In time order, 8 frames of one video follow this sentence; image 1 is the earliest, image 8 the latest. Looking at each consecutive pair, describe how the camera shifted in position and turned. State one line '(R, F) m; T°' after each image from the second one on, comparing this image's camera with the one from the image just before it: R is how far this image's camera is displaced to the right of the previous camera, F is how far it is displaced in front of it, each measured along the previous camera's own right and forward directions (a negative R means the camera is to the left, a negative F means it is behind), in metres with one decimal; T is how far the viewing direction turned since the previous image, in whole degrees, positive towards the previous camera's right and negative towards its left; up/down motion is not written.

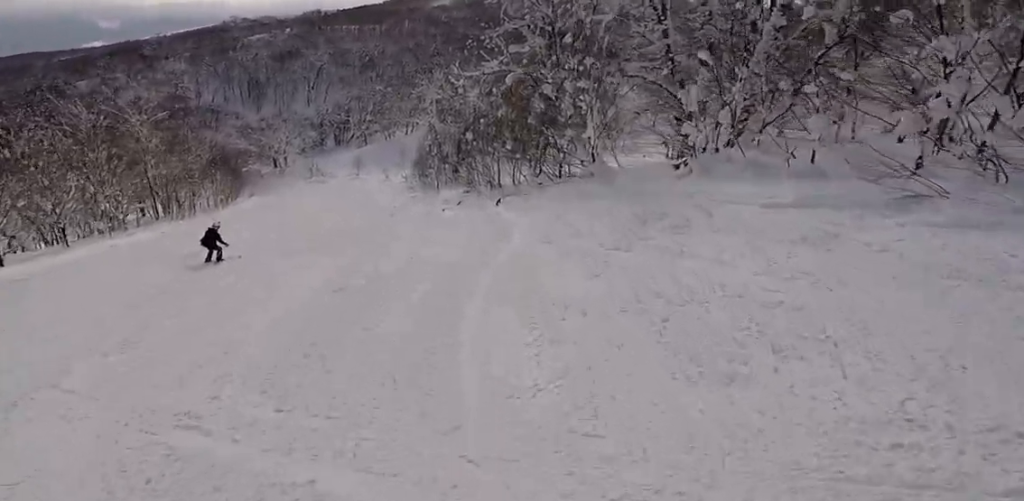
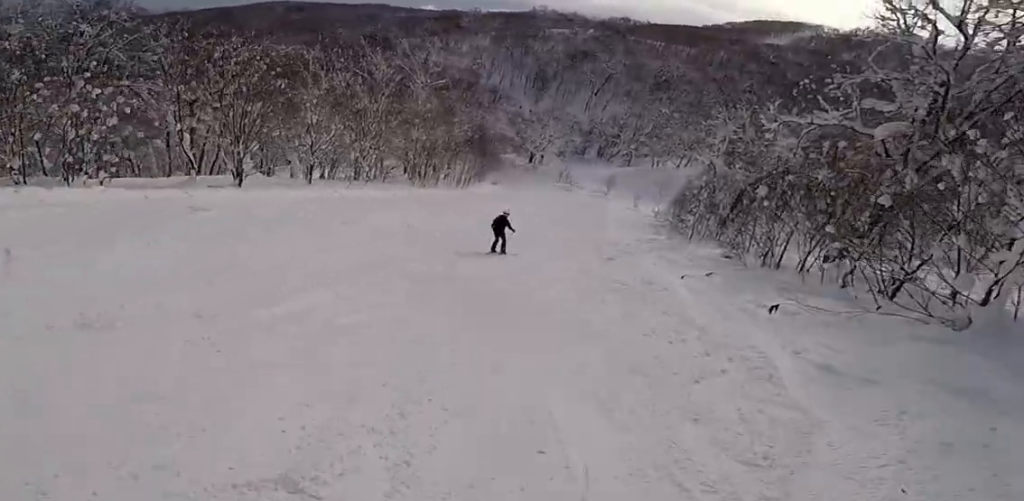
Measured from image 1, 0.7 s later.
(-0.2, +5.2) m; -6°
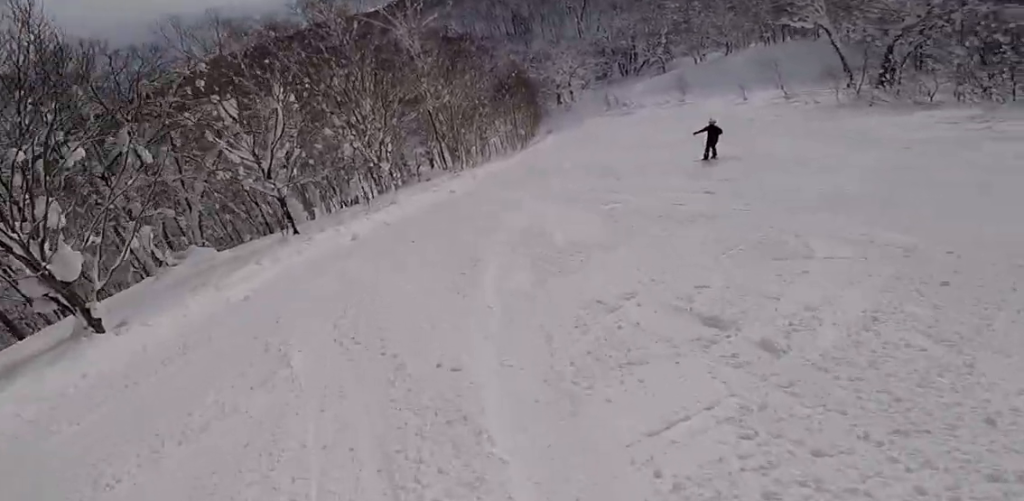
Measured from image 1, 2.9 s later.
(-1.2, +18.1) m; +10°
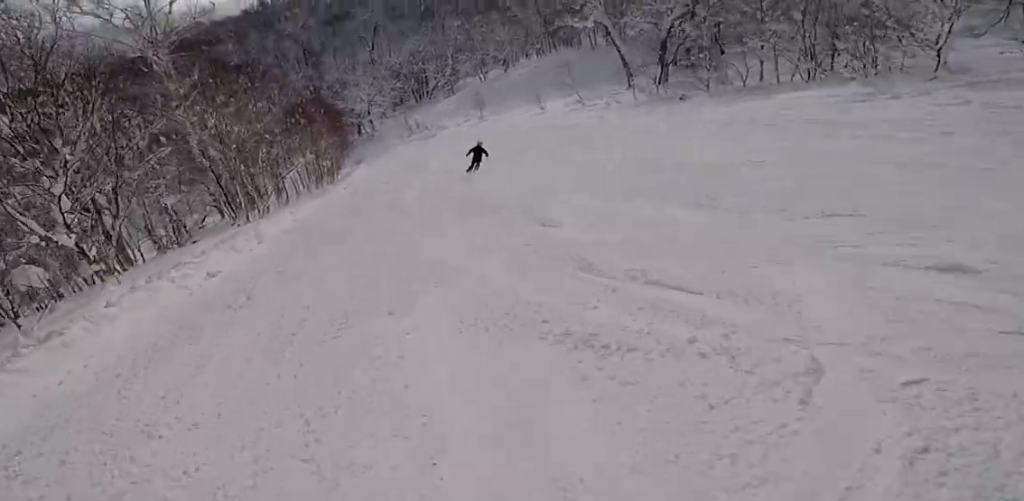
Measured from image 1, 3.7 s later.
(+1.4, +7.4) m; +16°
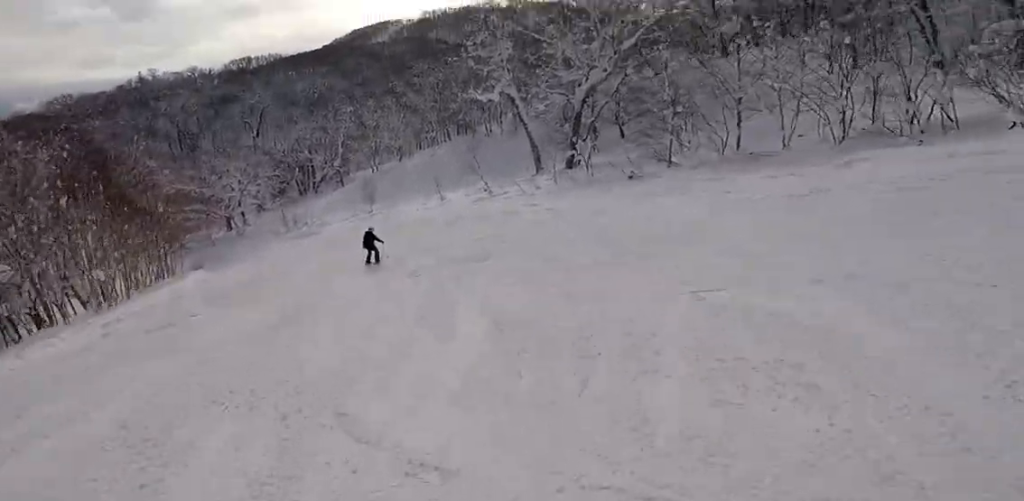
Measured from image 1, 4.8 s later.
(+1.7, +10.3) m; +11°
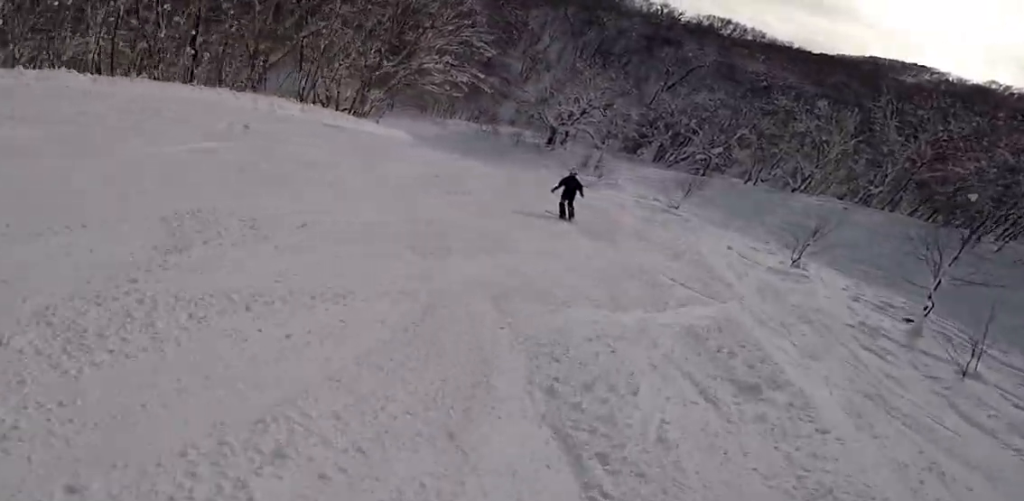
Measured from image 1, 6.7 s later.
(-3.3, +17.6) m; -28°
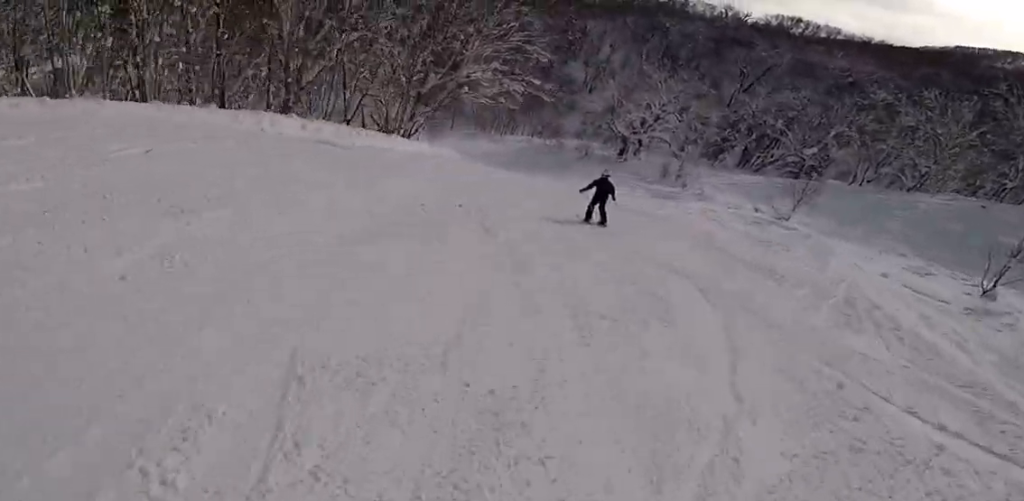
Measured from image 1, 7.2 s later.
(-0.6, +4.3) m; -5°
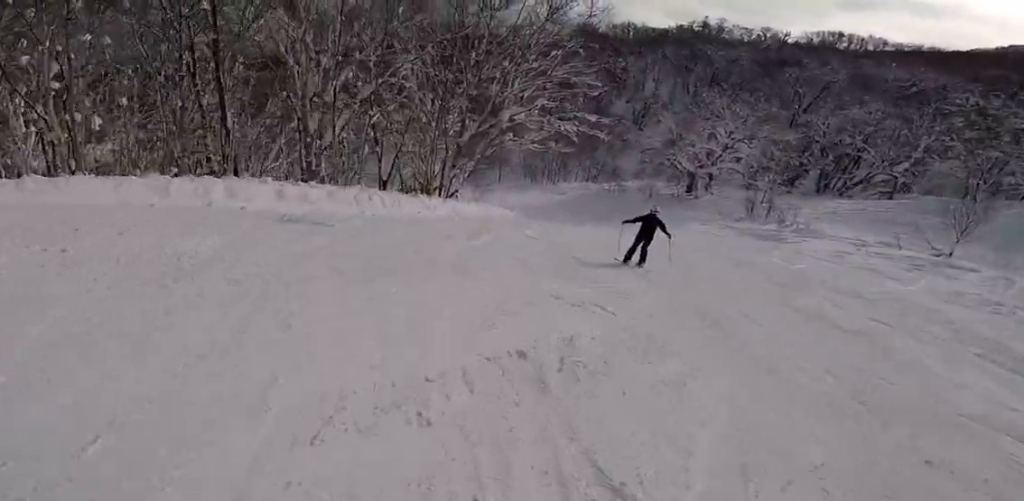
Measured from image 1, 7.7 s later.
(+0.3, +5.0) m; +2°
